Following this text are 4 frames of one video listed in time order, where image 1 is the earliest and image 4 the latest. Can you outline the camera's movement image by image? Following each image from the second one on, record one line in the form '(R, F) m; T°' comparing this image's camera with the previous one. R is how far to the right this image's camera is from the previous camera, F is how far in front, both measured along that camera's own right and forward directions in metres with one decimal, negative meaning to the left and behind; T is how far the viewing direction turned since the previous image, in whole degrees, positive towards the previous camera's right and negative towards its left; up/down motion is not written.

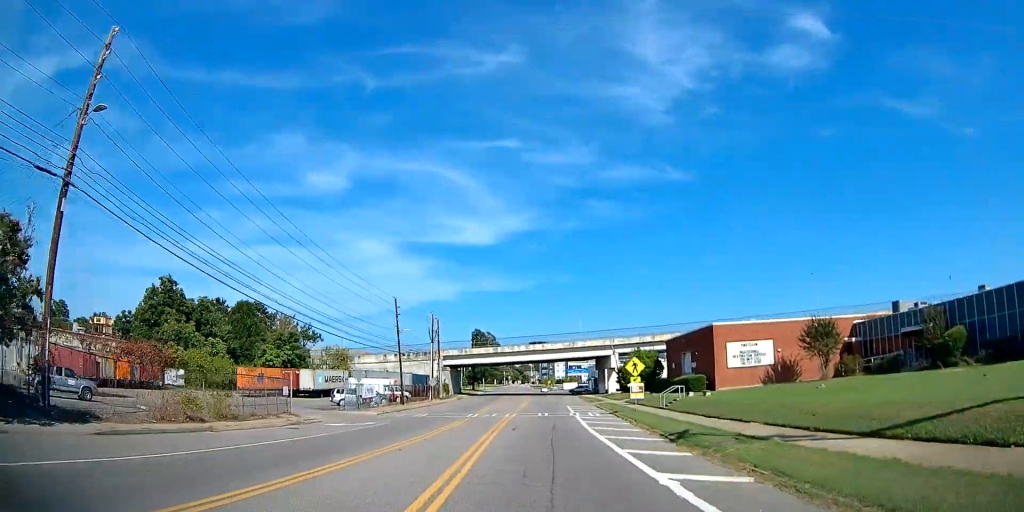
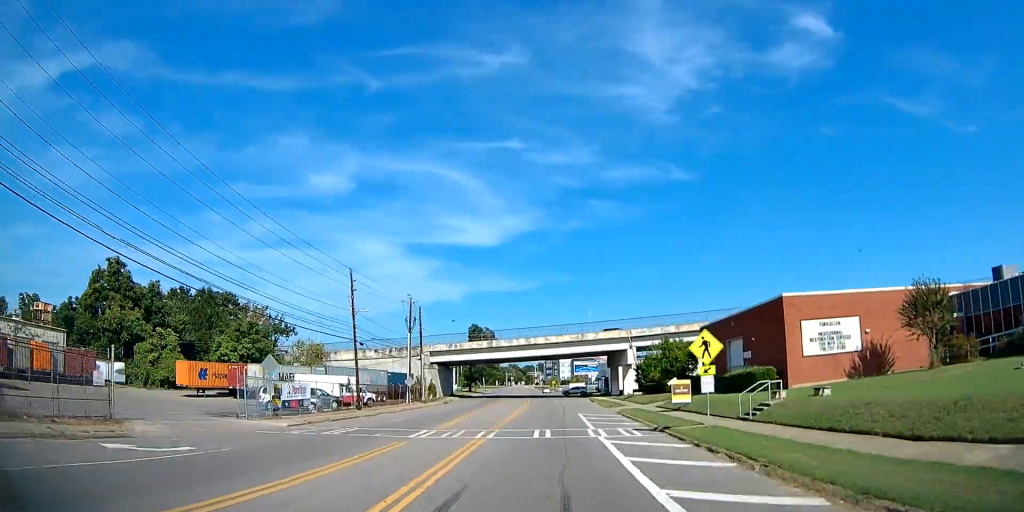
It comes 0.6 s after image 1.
(0.0, +15.5) m; 0°
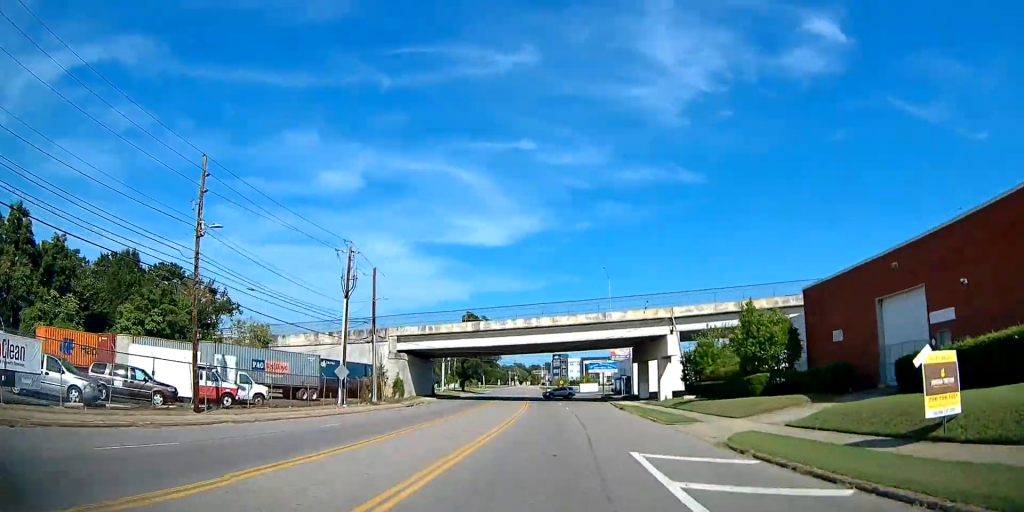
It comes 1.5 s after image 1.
(0.0, +23.5) m; -1°
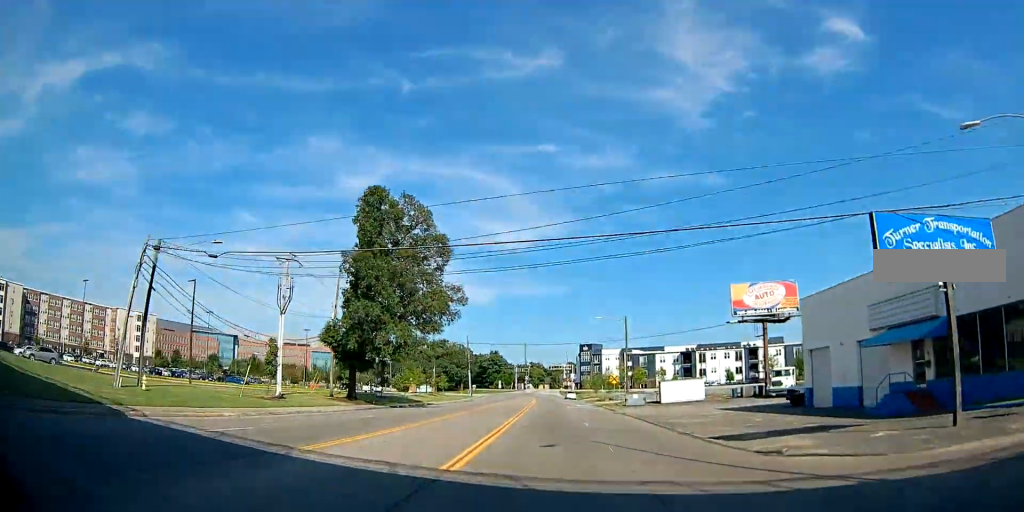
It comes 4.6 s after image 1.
(-4.2, +81.7) m; -1°
